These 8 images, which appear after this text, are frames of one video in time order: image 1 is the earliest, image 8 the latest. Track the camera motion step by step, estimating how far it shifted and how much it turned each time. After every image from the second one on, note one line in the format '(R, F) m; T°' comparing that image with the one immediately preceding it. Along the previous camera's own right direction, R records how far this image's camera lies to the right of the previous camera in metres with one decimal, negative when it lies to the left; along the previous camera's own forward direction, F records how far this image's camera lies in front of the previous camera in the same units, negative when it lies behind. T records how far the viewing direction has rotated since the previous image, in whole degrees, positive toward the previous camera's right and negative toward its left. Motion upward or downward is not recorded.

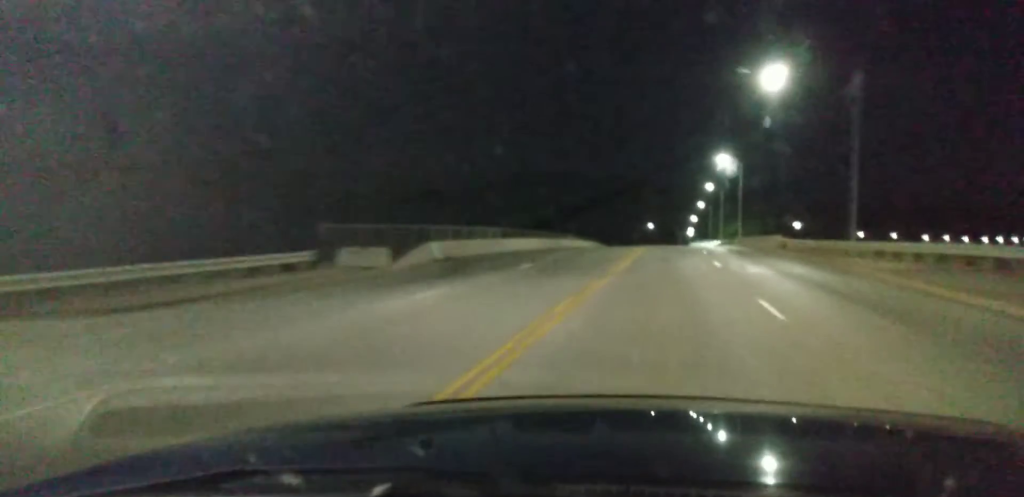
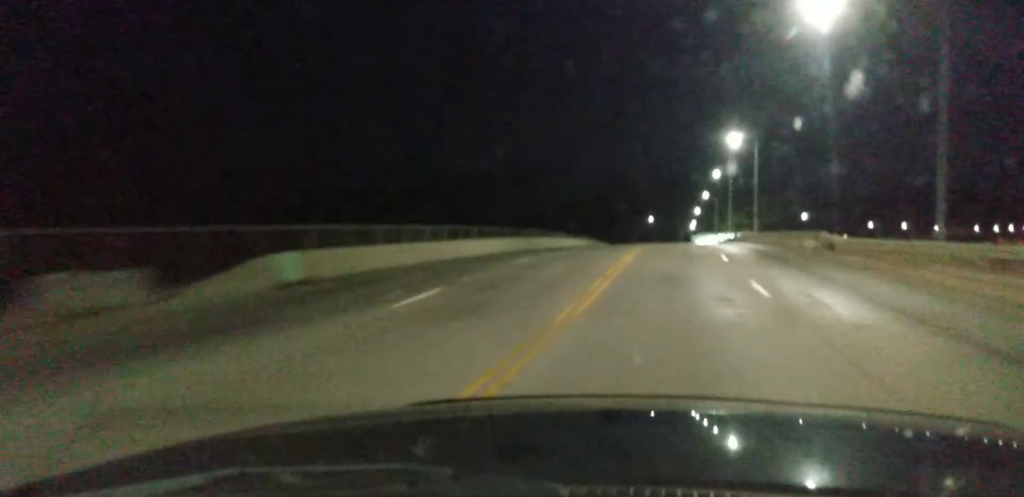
(0.0, +13.4) m; 0°
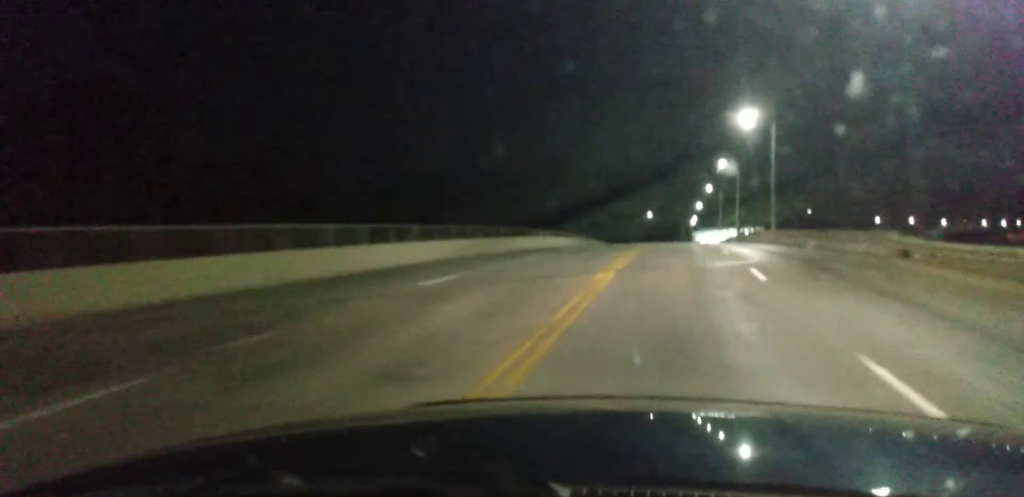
(0.0, +11.5) m; 0°
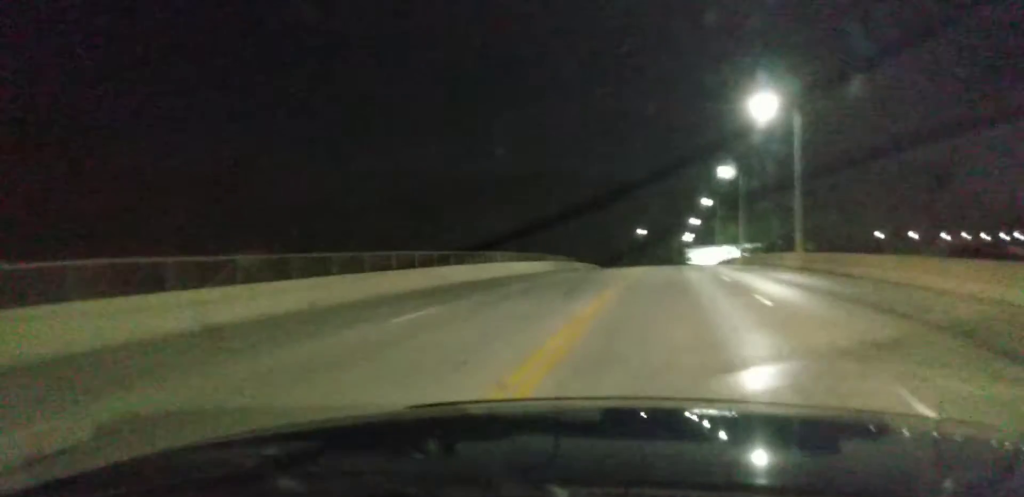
(-0.1, +13.8) m; +1°
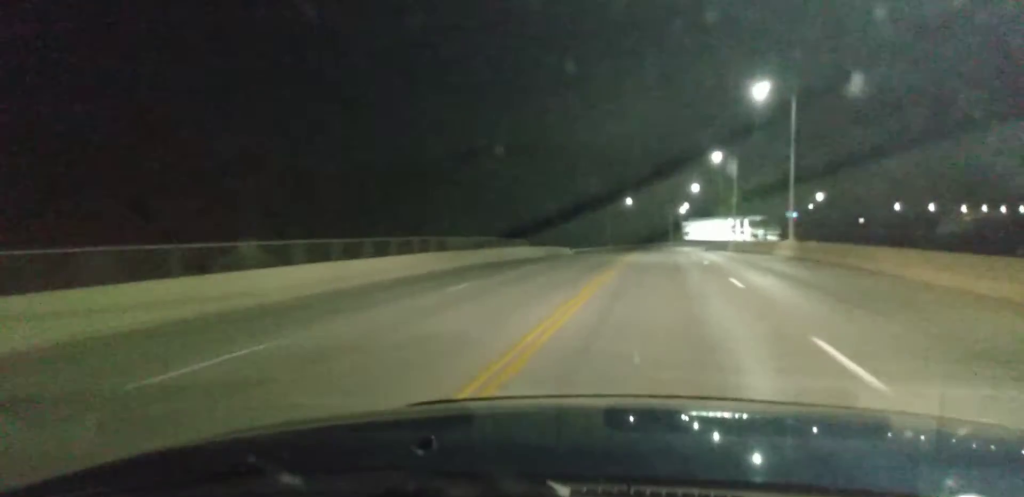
(+0.7, +33.7) m; 0°
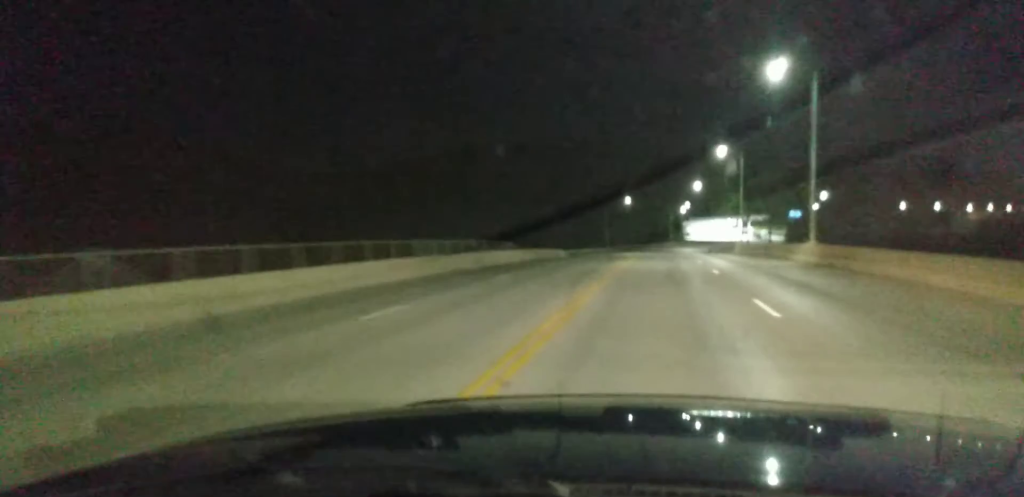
(-0.1, +6.4) m; 0°
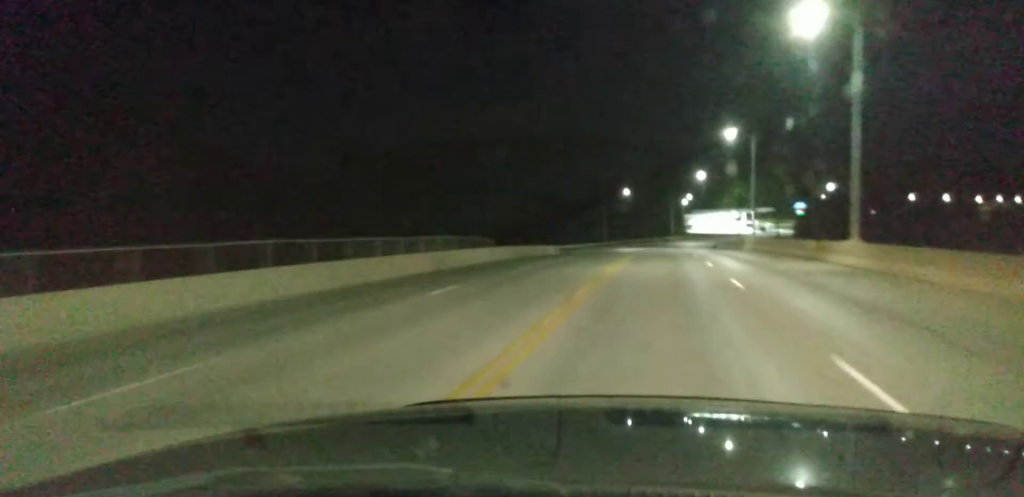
(0.0, +7.2) m; 0°
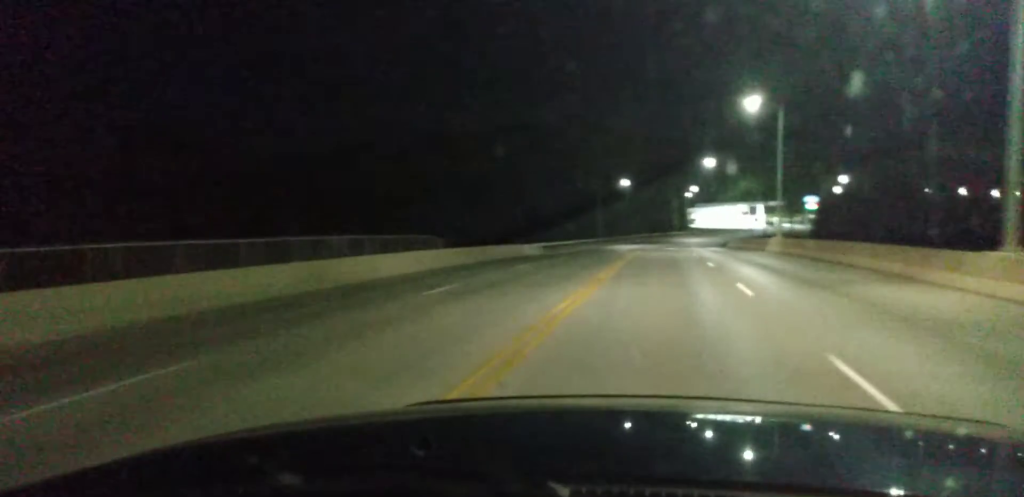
(0.0, +13.5) m; 0°
